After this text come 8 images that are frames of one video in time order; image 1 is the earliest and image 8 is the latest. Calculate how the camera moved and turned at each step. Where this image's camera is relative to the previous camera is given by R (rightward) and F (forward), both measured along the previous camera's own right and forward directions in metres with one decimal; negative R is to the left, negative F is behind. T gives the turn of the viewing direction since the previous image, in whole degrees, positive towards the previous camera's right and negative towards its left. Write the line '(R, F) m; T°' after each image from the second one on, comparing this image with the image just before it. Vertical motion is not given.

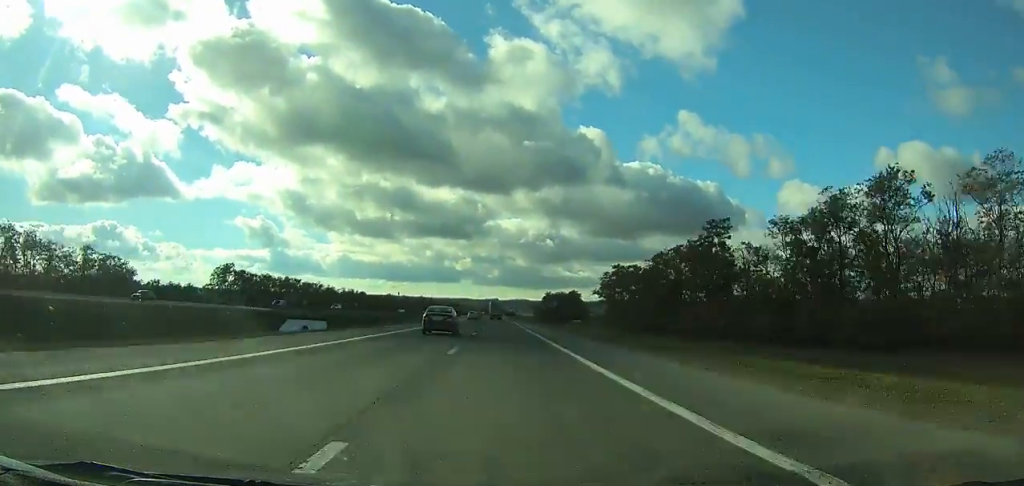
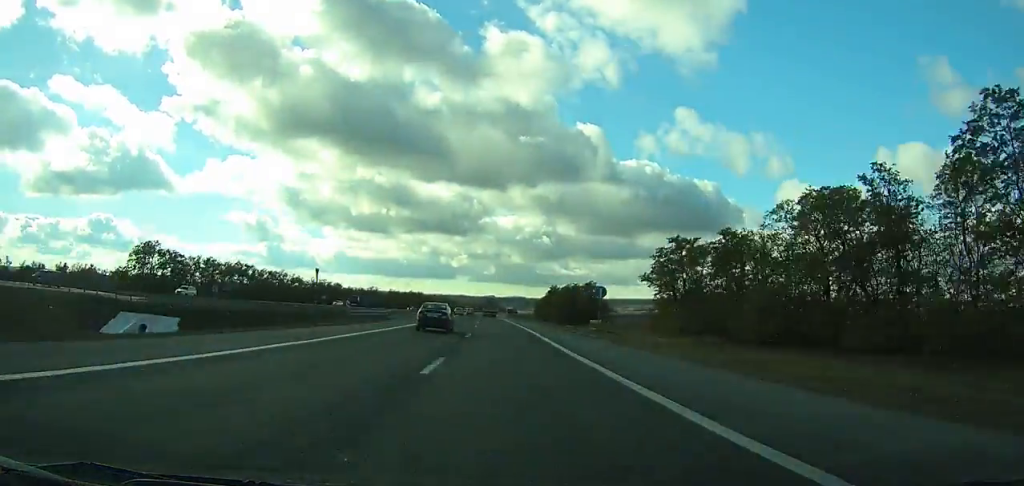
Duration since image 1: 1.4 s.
(+0.3, +37.9) m; +1°
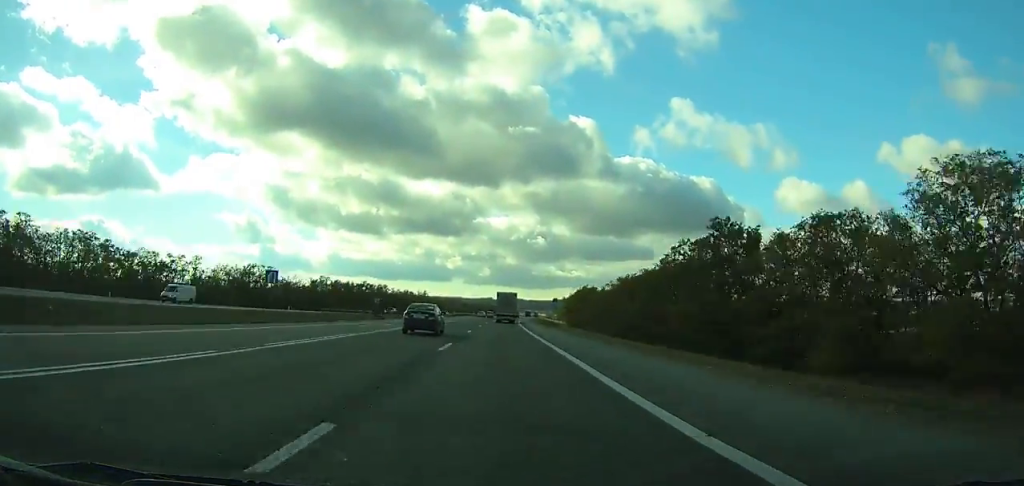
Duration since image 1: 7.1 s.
(+0.5, +154.9) m; +1°
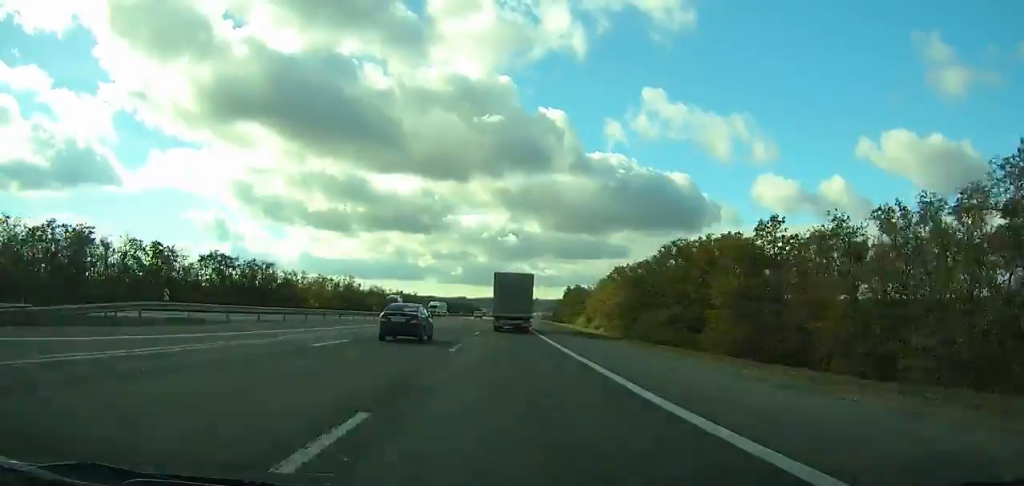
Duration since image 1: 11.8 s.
(+3.8, +125.6) m; +2°
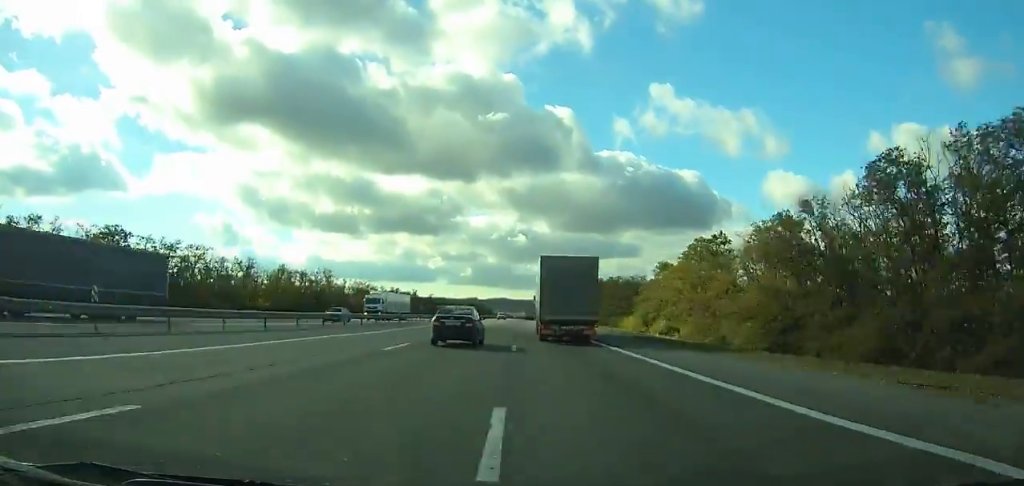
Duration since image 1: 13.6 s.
(+0.4, +47.1) m; 0°
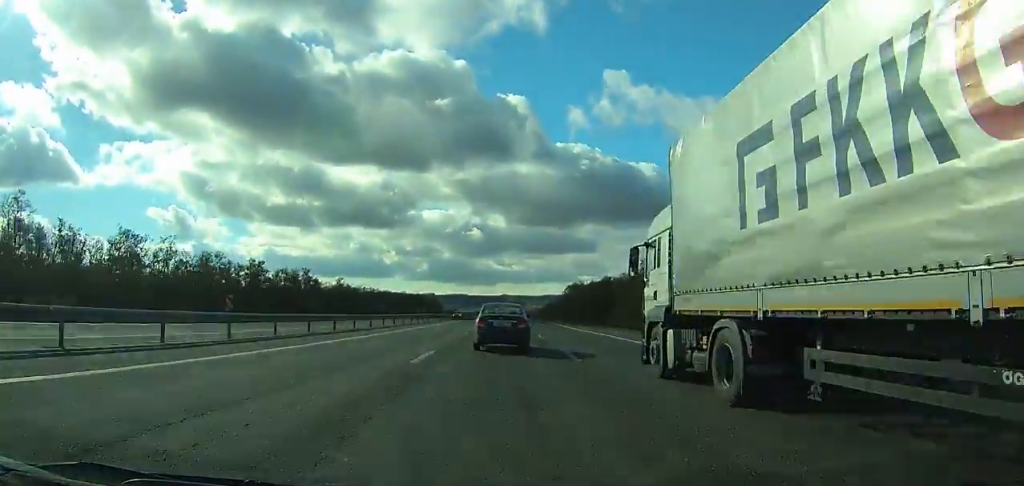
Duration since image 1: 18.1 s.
(+0.8, +114.3) m; +2°
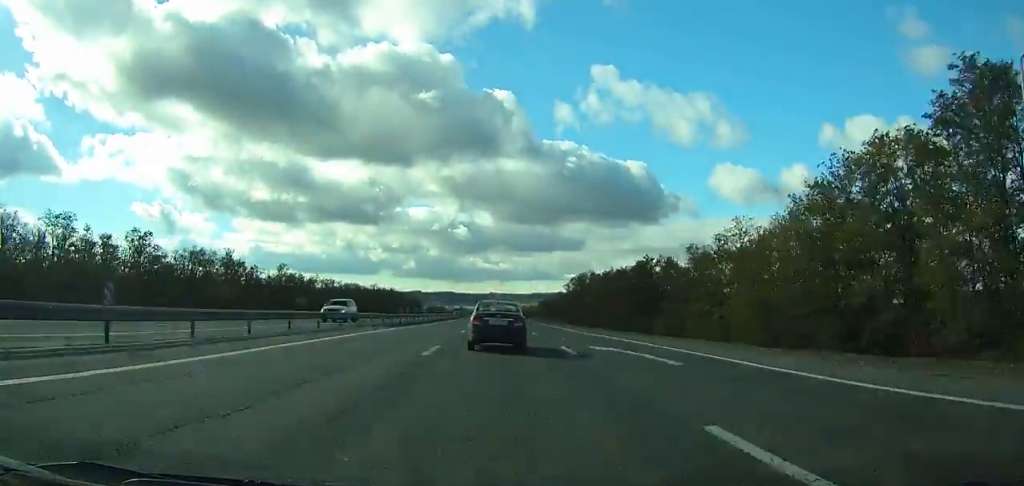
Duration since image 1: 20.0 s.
(+0.6, +47.0) m; +1°
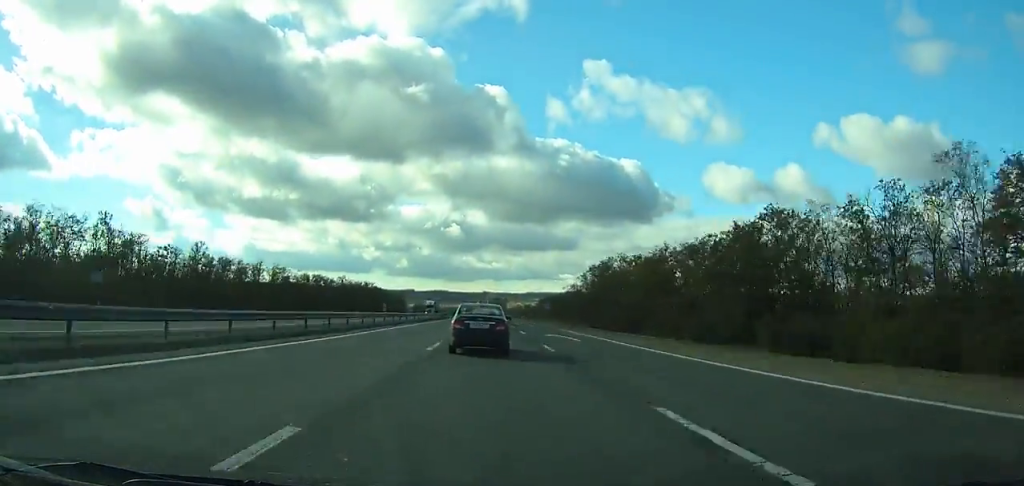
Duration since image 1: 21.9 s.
(+0.5, +46.5) m; 0°
